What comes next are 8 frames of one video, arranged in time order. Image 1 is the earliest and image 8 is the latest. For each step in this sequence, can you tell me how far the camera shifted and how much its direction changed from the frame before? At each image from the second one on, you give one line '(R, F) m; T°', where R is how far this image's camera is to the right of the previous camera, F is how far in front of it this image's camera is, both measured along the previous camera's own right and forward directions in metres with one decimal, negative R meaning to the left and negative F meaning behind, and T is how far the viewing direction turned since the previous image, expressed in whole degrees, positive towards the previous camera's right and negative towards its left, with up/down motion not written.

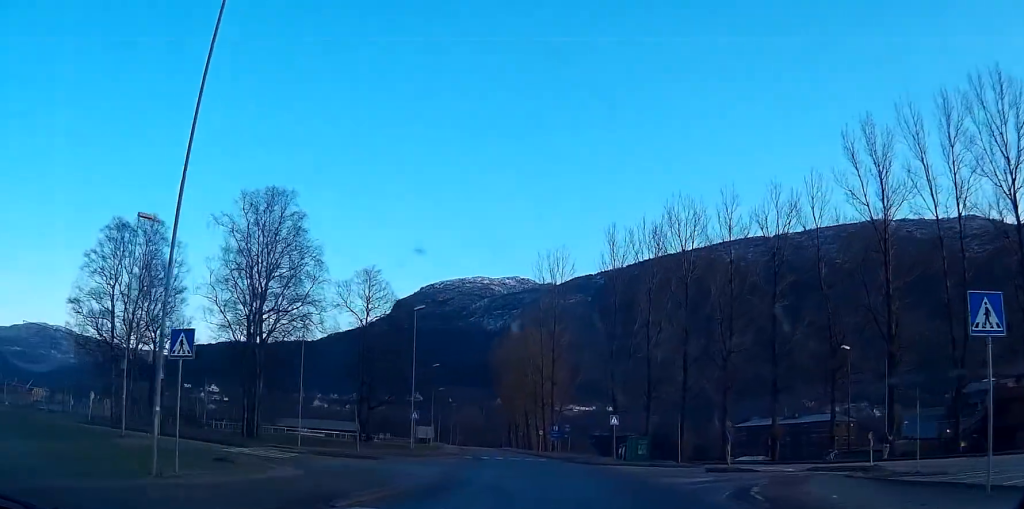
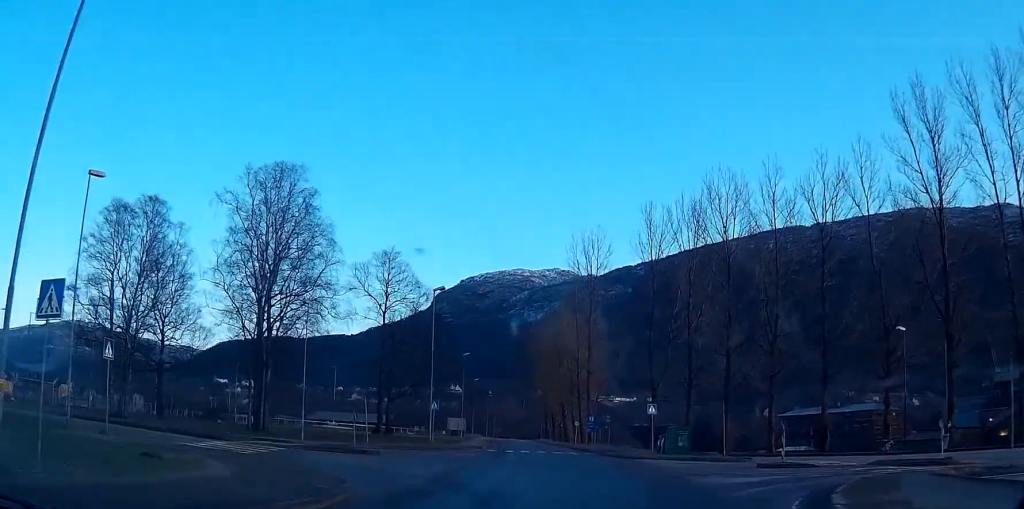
(-0.1, +5.2) m; -1°
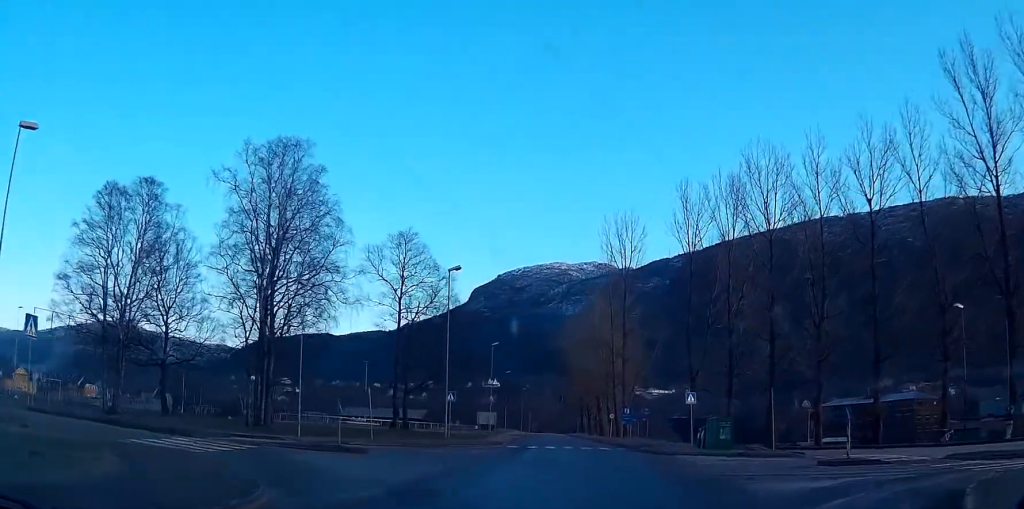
(0.0, +5.1) m; -1°
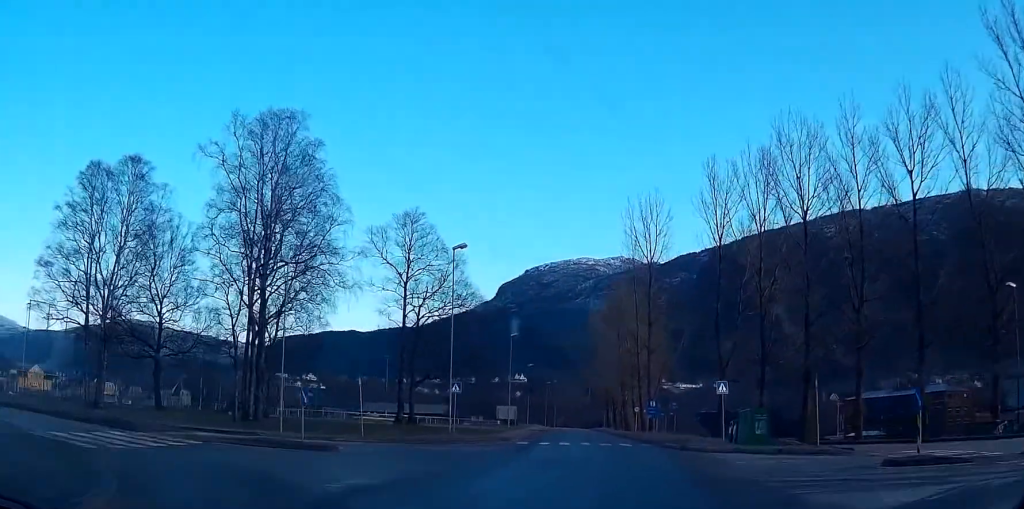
(-0.1, +4.8) m; -1°
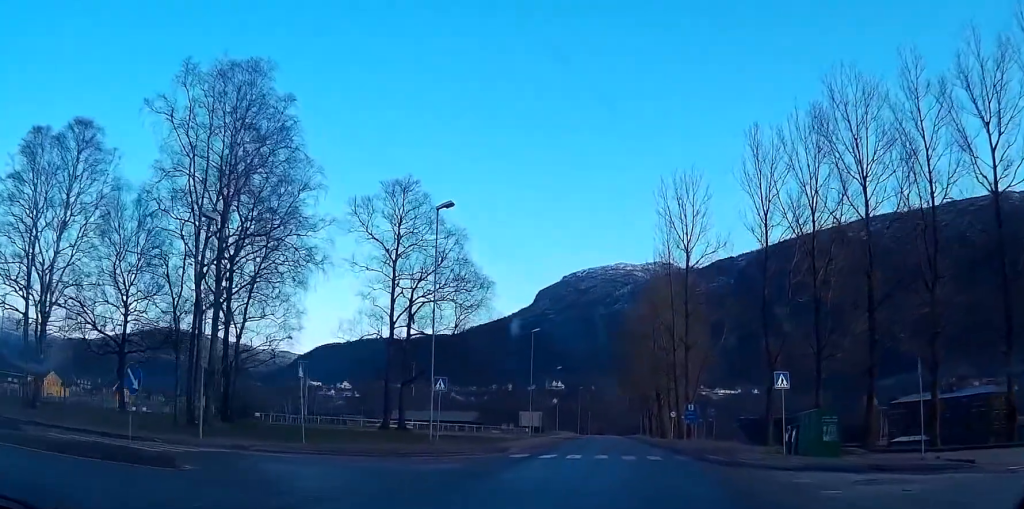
(-0.1, +9.2) m; -2°
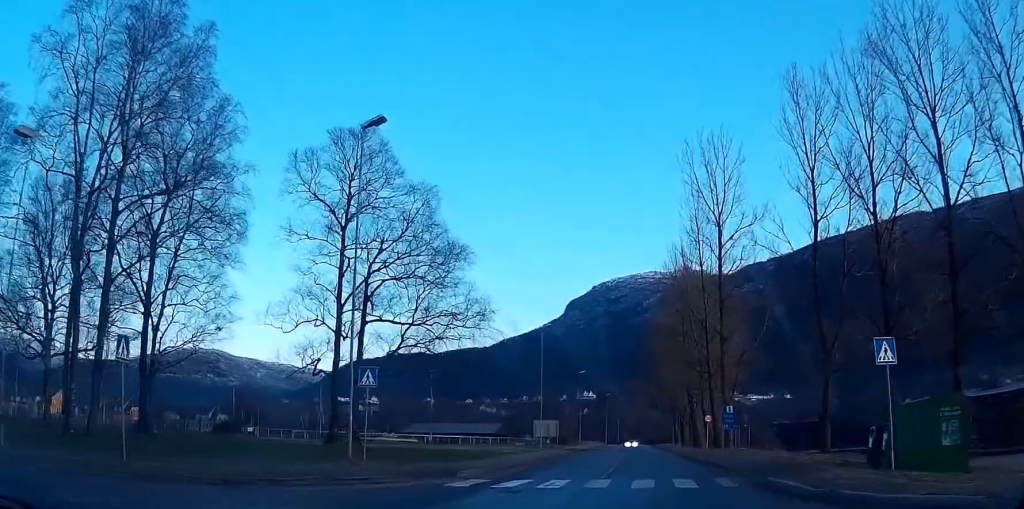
(-0.2, +10.9) m; -2°
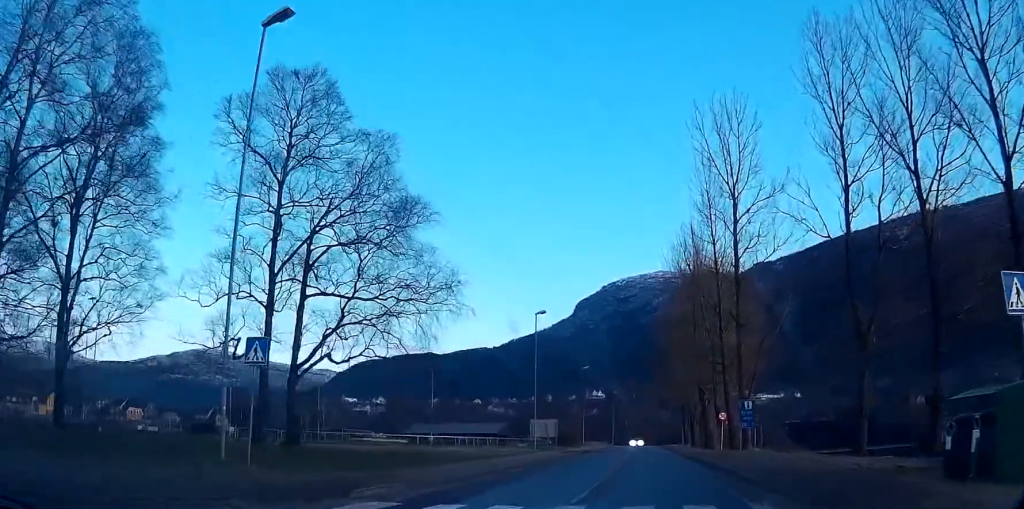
(-0.1, +6.9) m; -2°
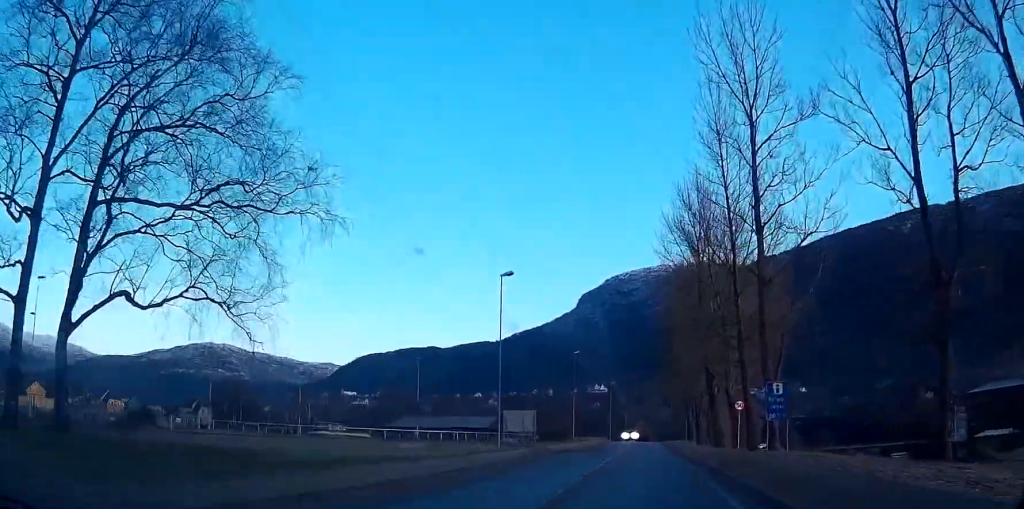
(-0.2, +12.5) m; -2°
